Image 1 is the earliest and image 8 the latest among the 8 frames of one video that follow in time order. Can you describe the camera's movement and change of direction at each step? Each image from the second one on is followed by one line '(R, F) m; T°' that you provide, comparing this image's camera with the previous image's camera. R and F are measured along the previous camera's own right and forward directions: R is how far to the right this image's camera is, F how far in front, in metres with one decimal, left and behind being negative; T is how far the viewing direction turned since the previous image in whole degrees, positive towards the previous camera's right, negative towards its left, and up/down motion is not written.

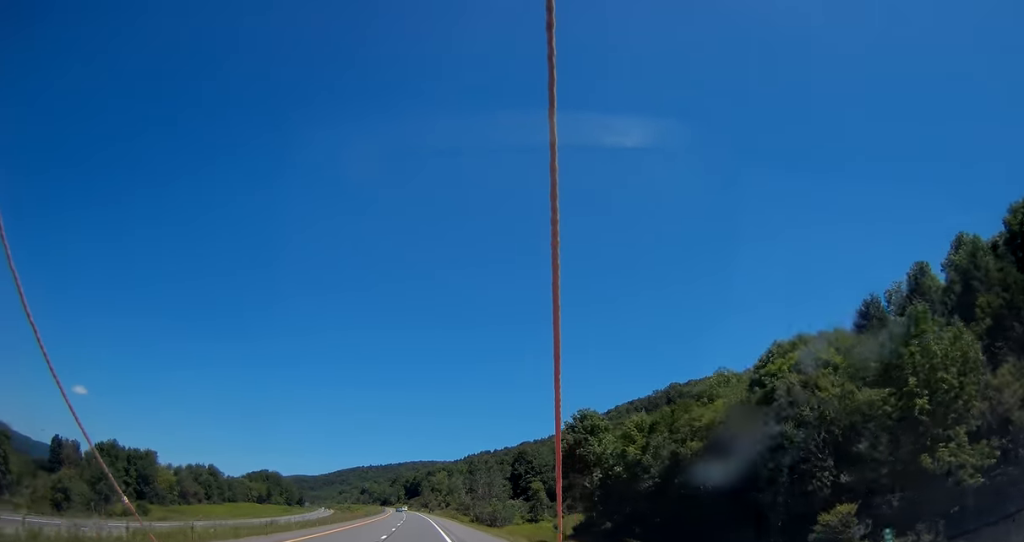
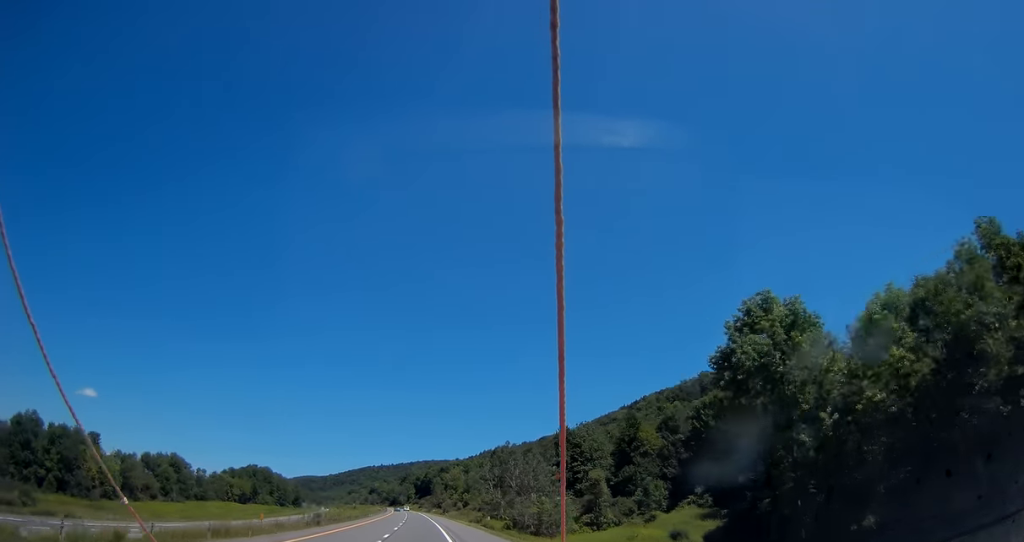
(-0.1, +47.2) m; -2°
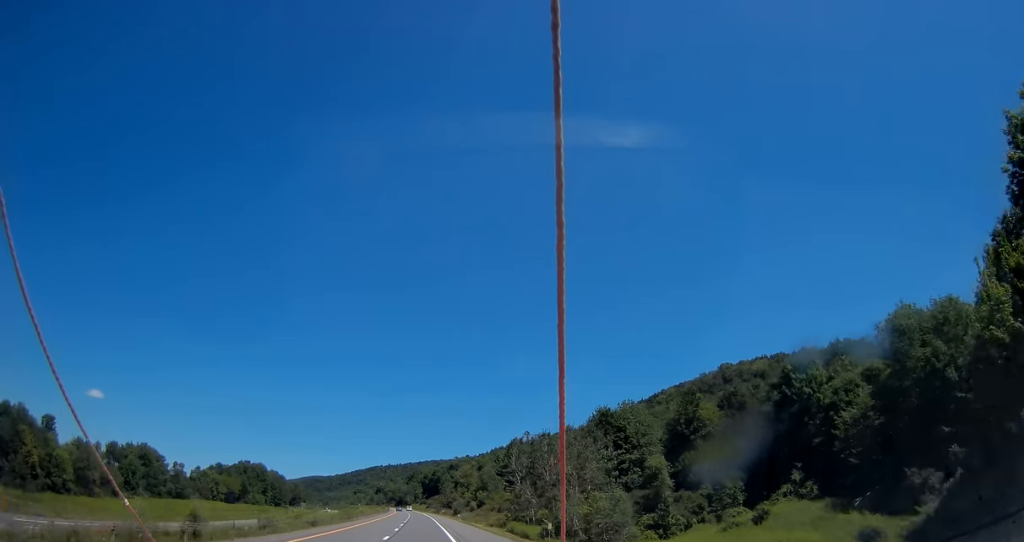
(-0.5, +27.1) m; -1°
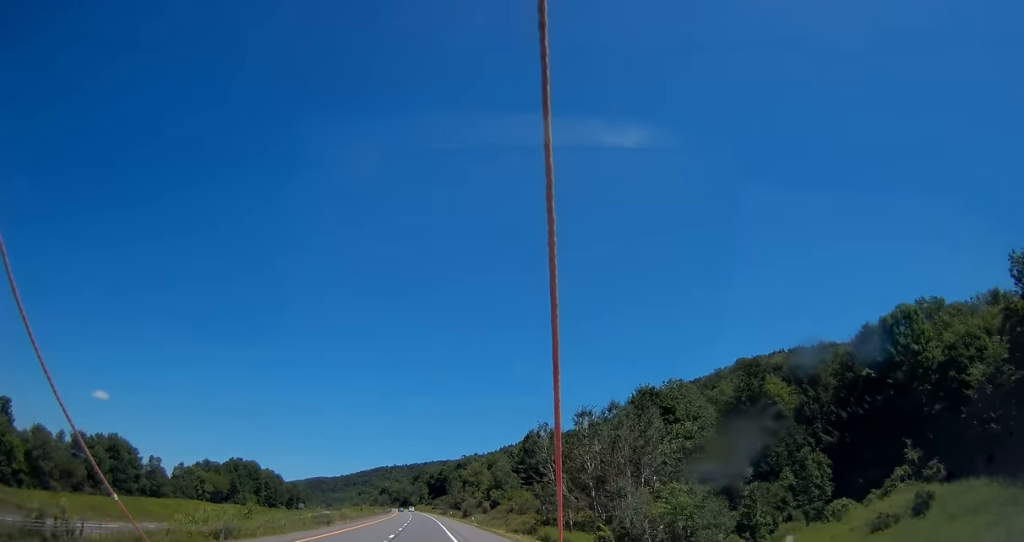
(0.0, +21.1) m; -1°
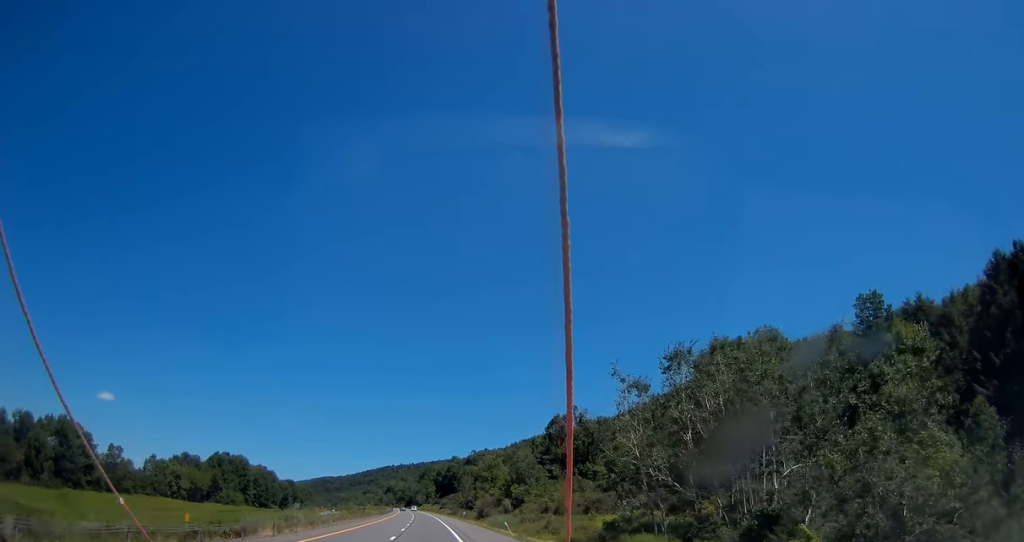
(-0.2, +27.3) m; -1°
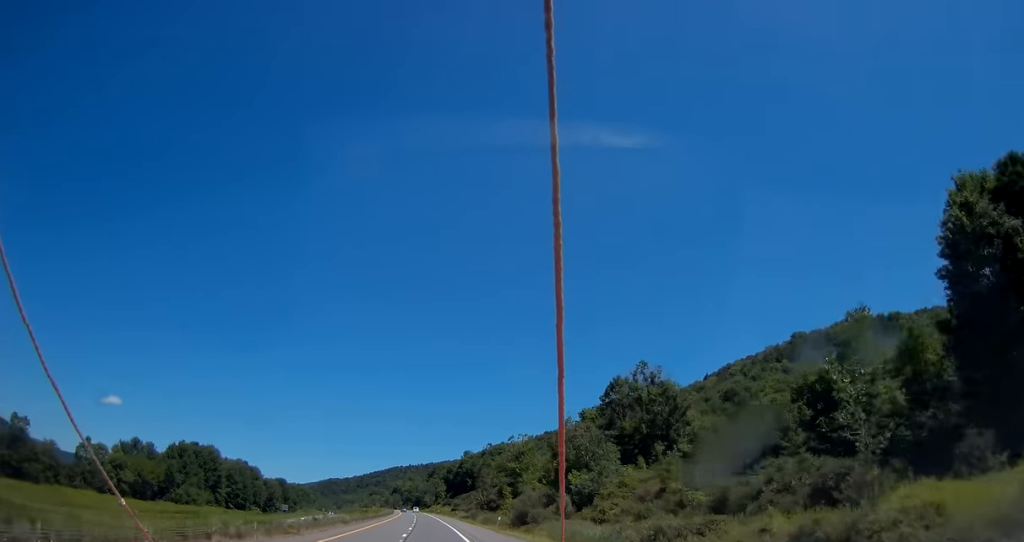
(-0.2, +43.8) m; 0°
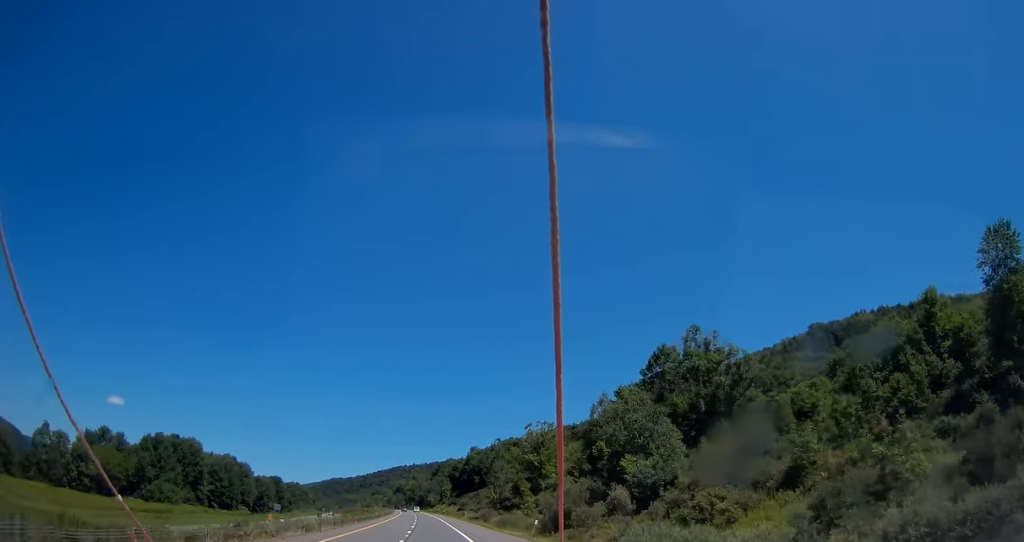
(-0.1, +20.4) m; -1°
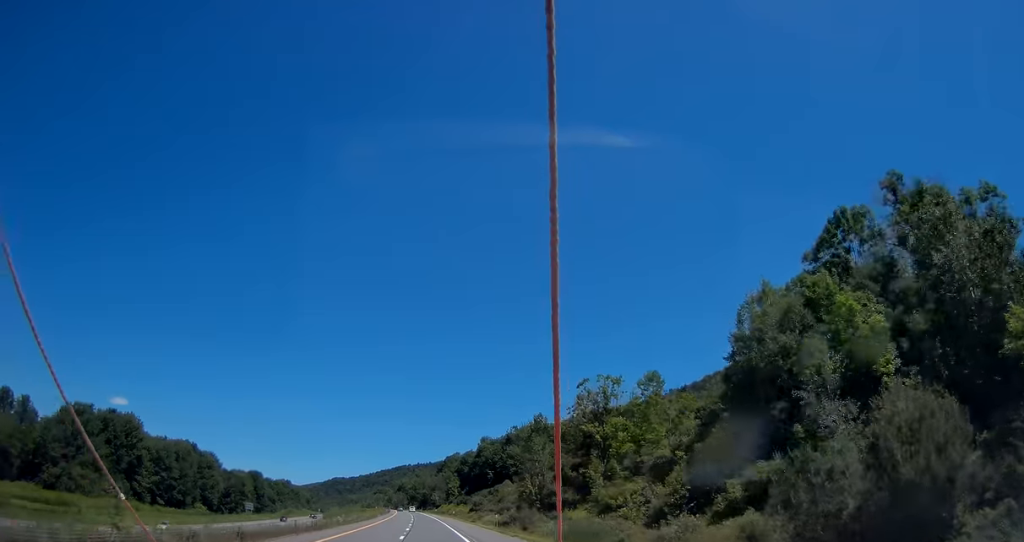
(-0.5, +43.8) m; -1°
